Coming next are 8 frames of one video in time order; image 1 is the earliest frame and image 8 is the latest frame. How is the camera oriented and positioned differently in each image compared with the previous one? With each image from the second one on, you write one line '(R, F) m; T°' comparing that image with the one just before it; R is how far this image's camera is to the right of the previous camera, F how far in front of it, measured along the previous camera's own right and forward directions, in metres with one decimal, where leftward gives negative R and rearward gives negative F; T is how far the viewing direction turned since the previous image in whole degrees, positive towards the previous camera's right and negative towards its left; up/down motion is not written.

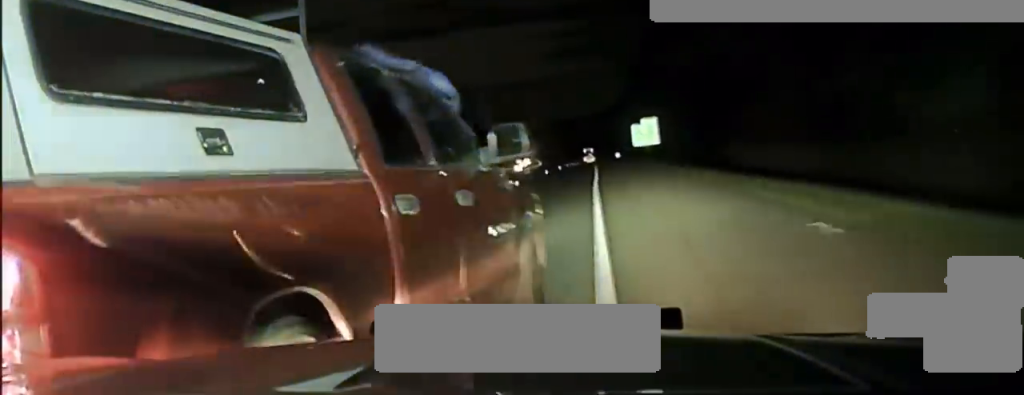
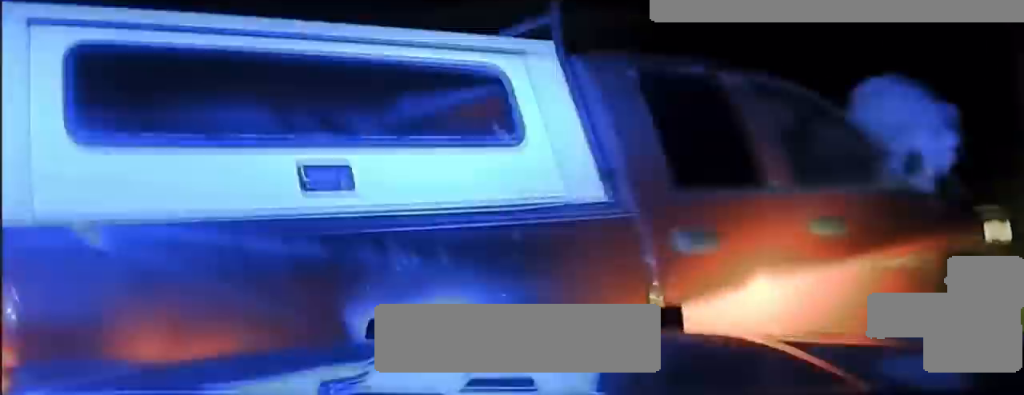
(-0.1, +34.5) m; -2°
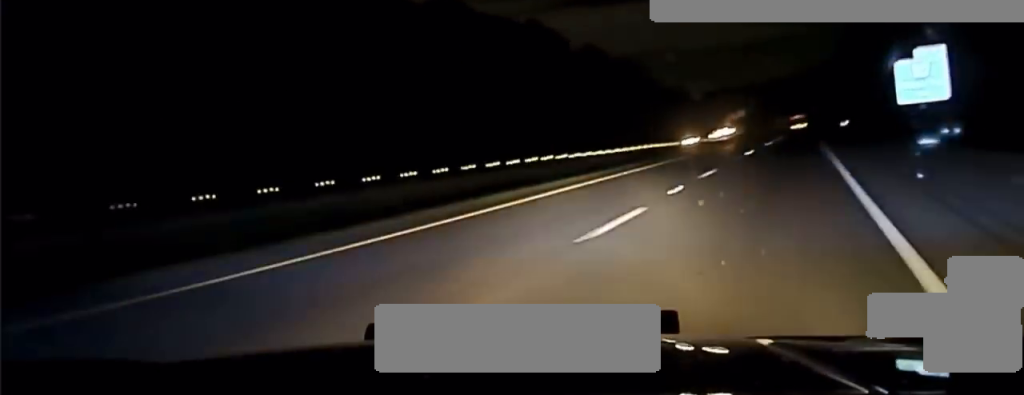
(-1.0, +36.0) m; -1°
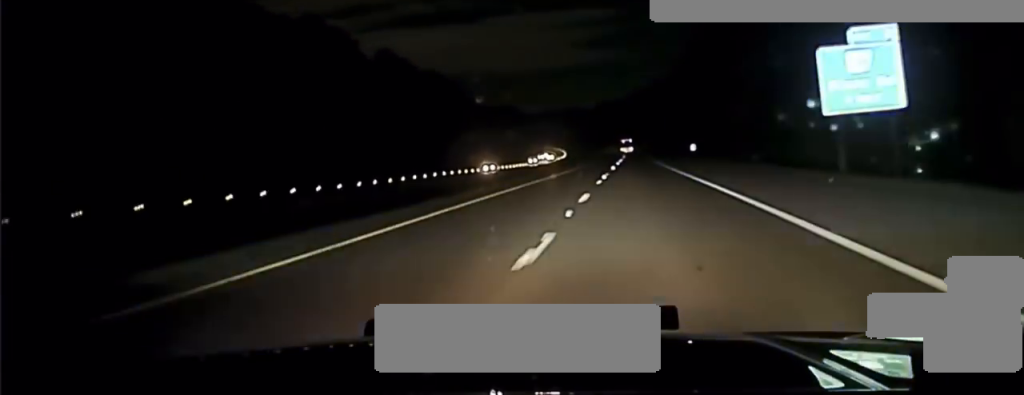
(+0.4, +27.2) m; +2°
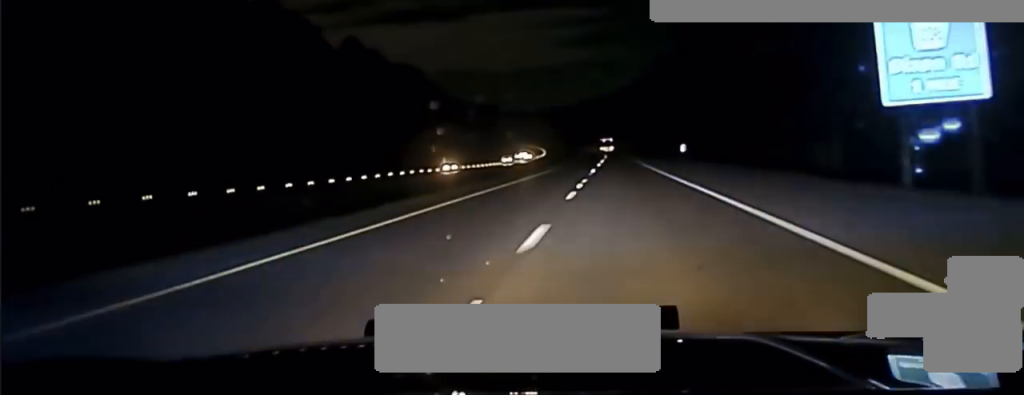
(+0.1, +11.4) m; +1°
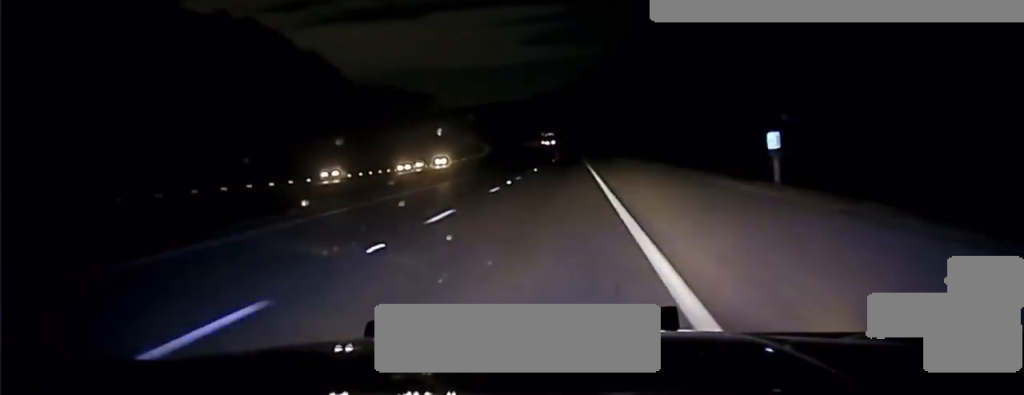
(+1.2, +65.9) m; +1°
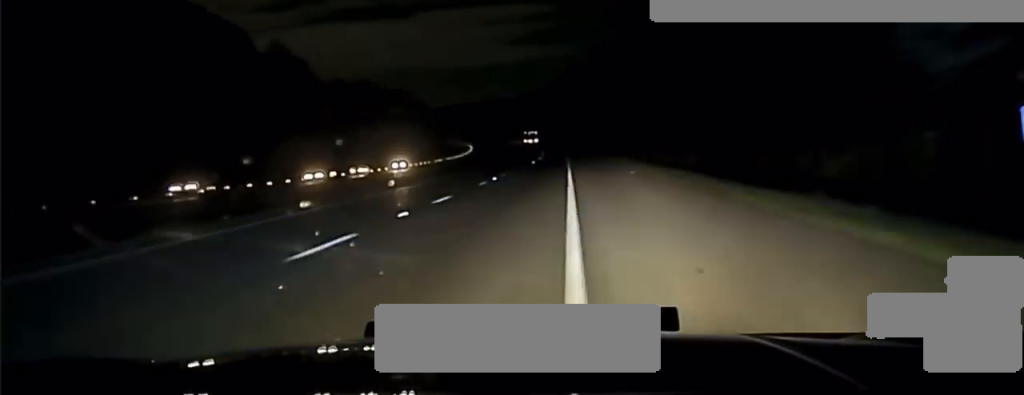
(+0.1, +16.5) m; +1°
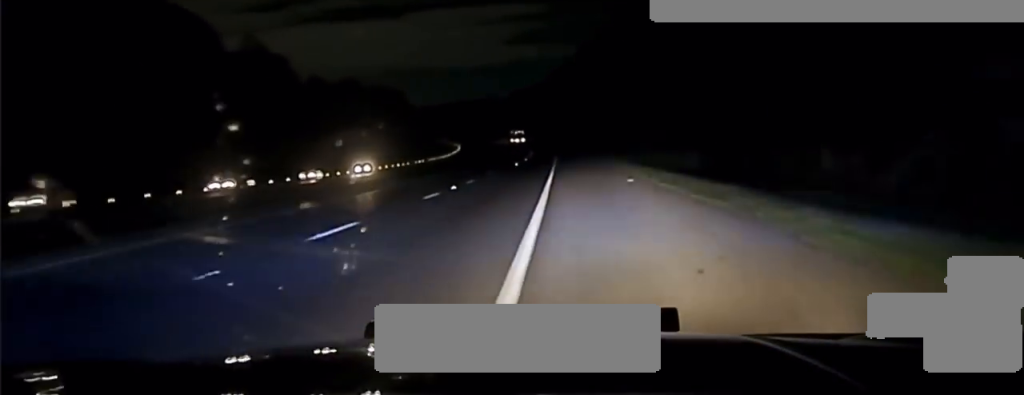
(+0.1, +9.1) m; 0°
